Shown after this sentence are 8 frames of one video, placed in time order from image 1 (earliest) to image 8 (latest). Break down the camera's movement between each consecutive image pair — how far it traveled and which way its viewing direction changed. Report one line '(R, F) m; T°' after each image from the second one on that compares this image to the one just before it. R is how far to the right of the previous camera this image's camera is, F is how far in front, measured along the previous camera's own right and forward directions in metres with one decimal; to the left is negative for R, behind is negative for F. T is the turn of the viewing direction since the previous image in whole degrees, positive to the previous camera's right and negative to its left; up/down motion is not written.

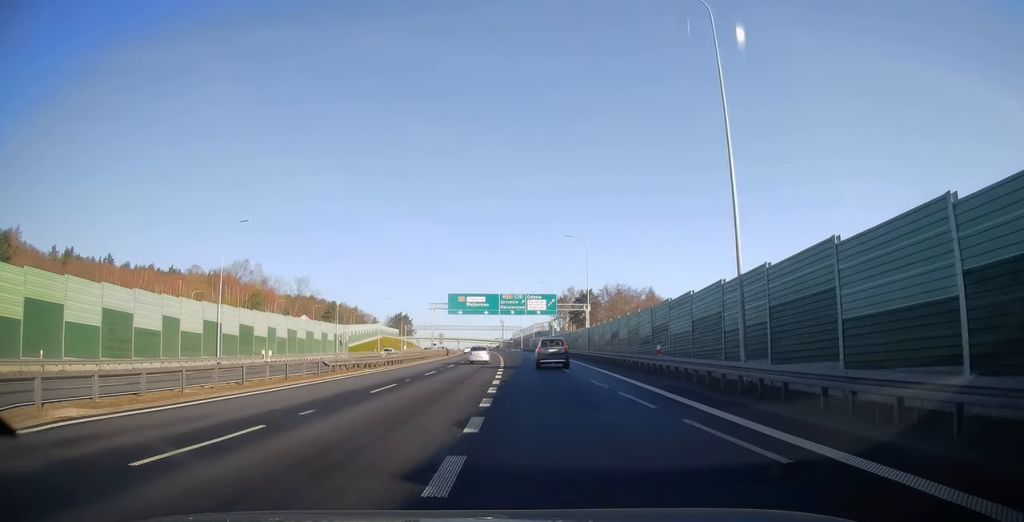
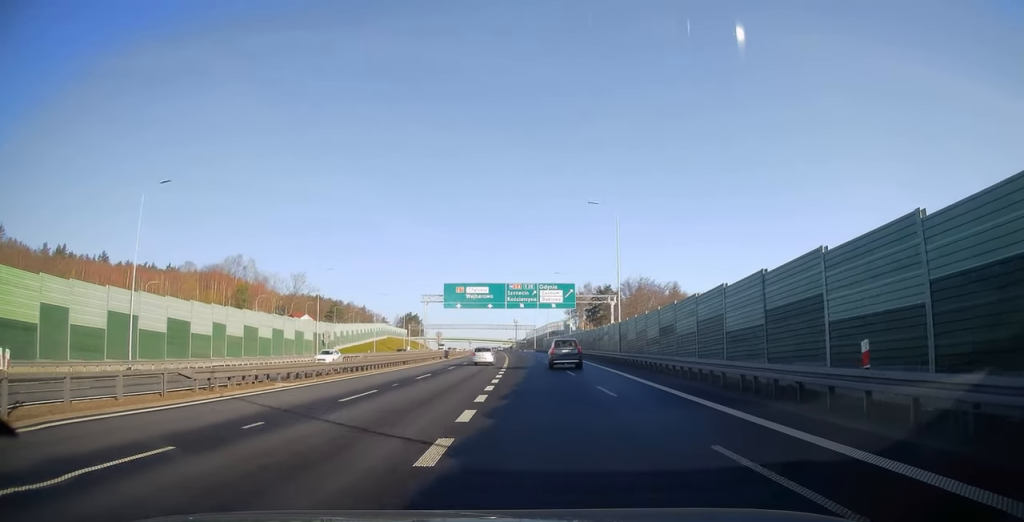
(-0.1, +14.7) m; -1°
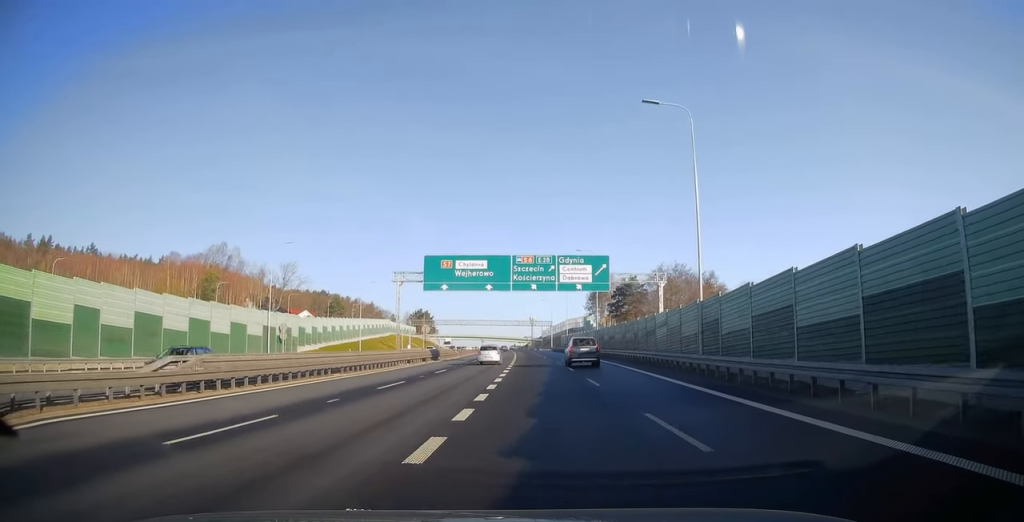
(-0.4, +20.2) m; -2°
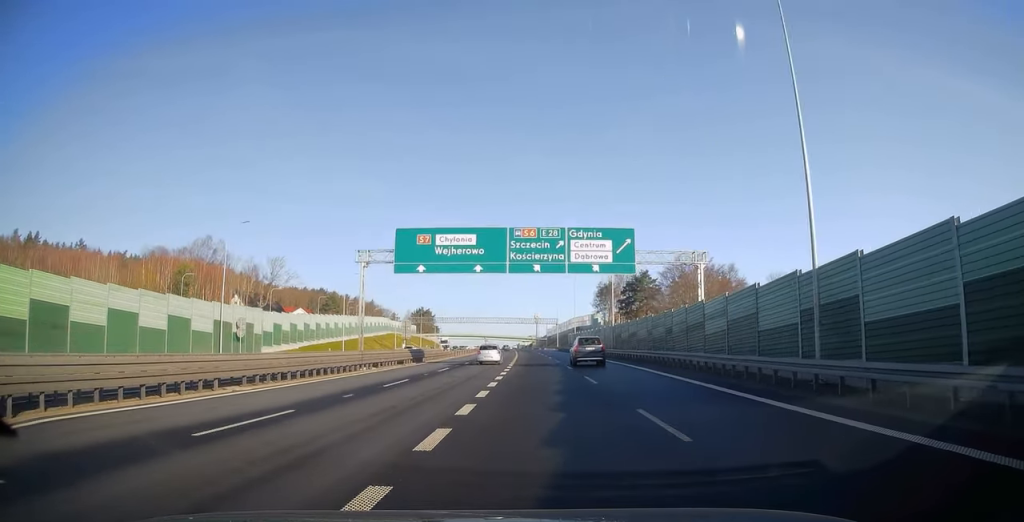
(-0.1, +11.2) m; -1°
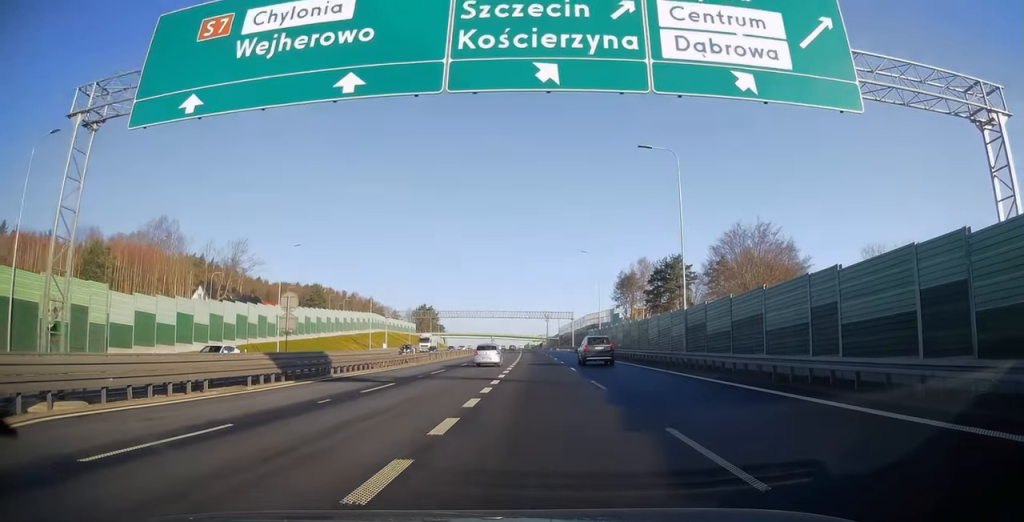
(-0.2, +26.9) m; 0°
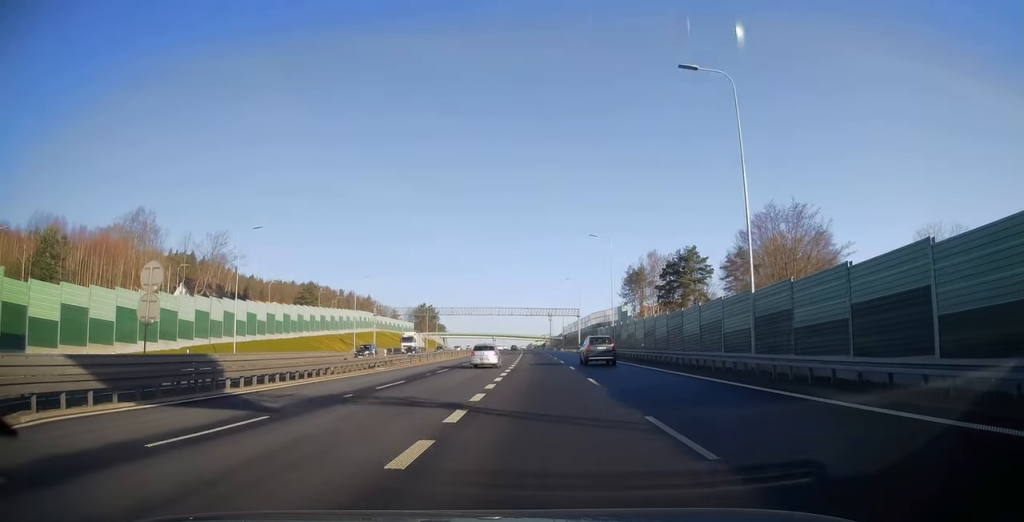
(0.0, +10.6) m; 0°
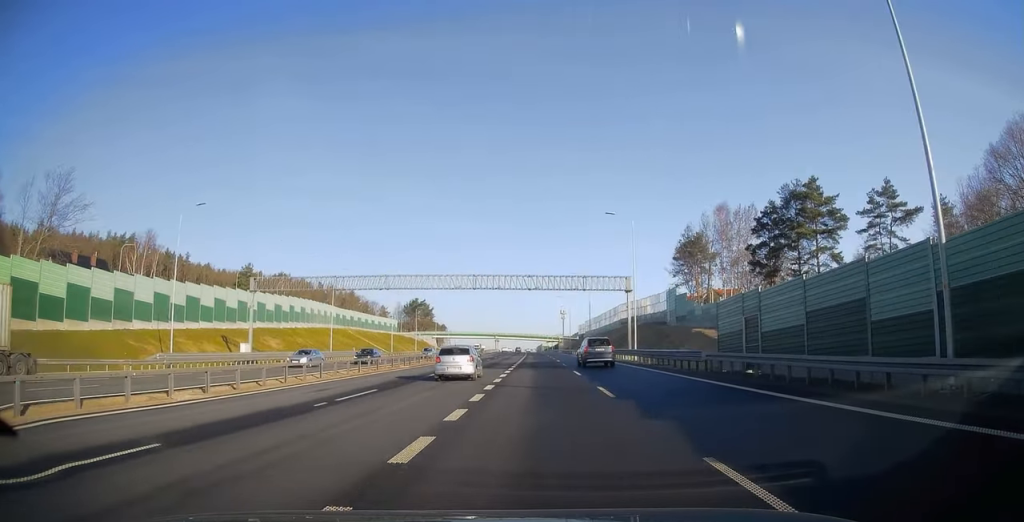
(-0.4, +52.2) m; -1°
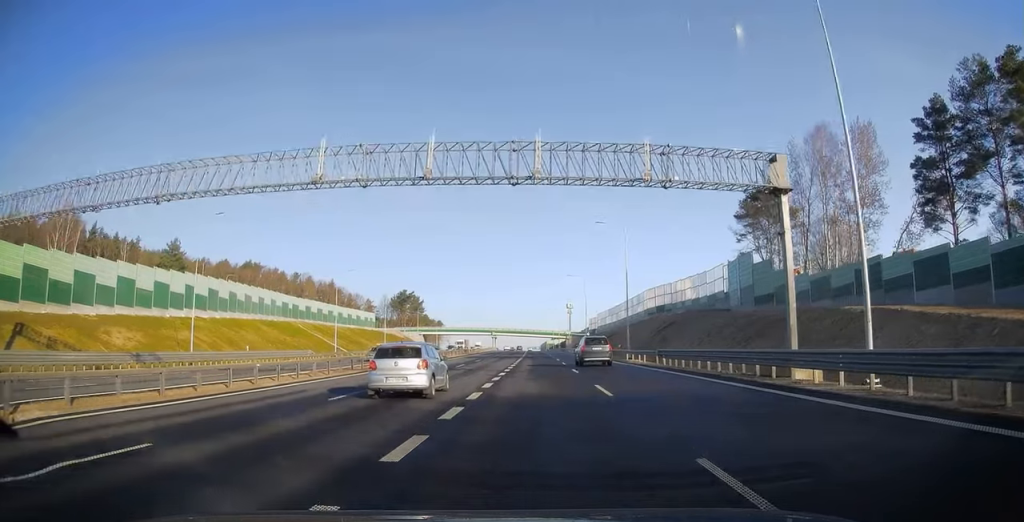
(-0.3, +36.3) m; -1°
